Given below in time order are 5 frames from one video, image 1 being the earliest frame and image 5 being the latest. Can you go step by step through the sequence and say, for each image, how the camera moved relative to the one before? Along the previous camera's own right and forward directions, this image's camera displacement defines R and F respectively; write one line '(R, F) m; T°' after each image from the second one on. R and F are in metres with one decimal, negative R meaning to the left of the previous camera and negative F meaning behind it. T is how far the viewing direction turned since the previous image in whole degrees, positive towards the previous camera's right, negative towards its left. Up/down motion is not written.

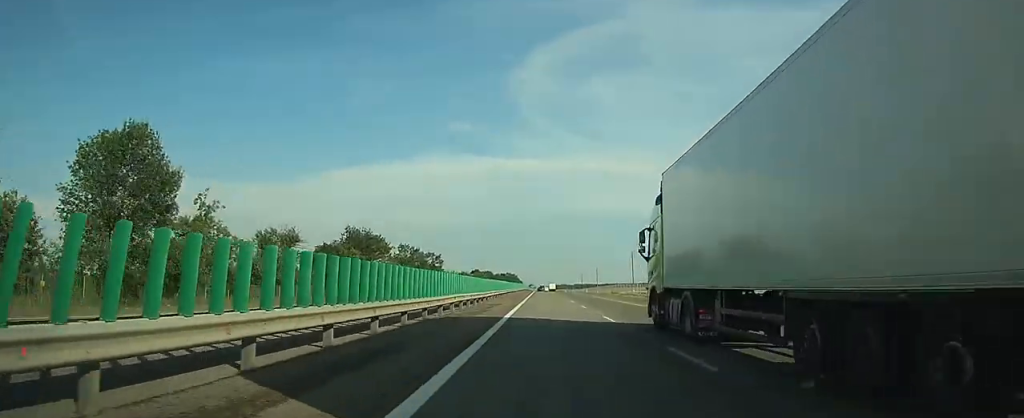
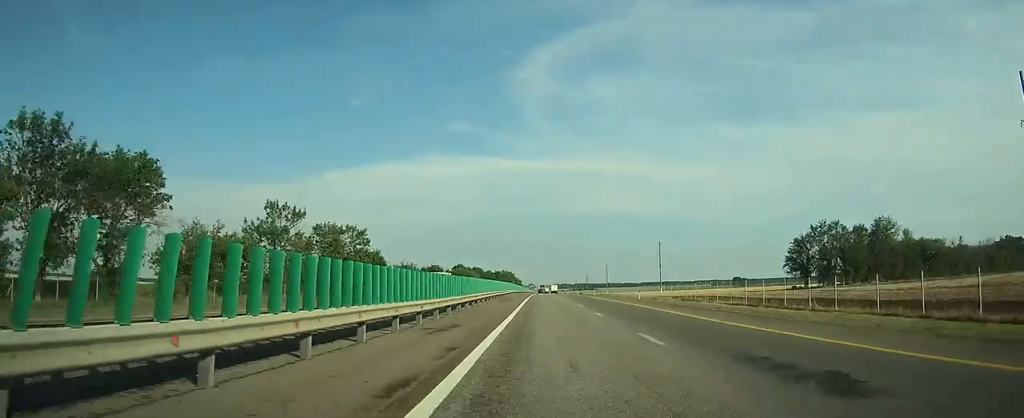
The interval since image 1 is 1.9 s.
(-0.1, +66.9) m; 0°
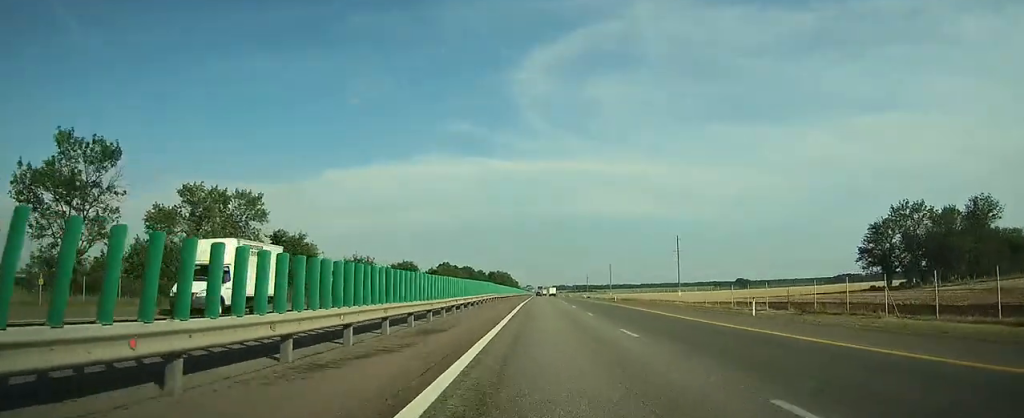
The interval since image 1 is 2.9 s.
(0.0, +33.5) m; 0°
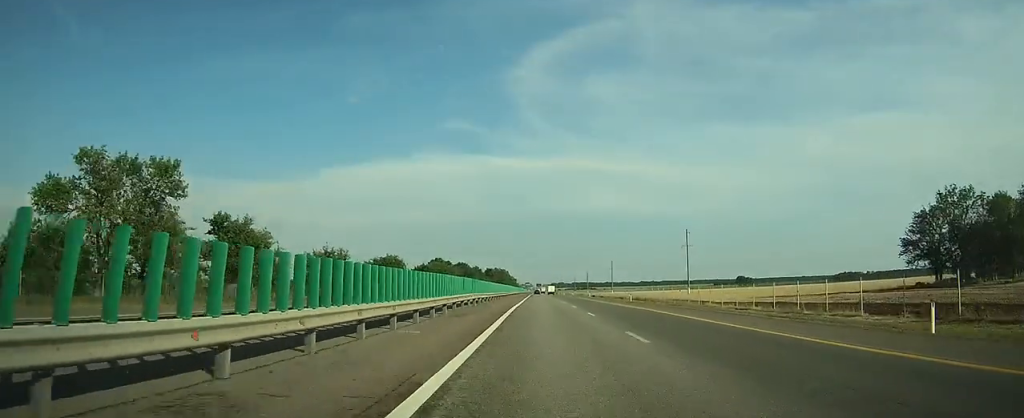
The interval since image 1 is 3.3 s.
(0.0, +13.8) m; 0°
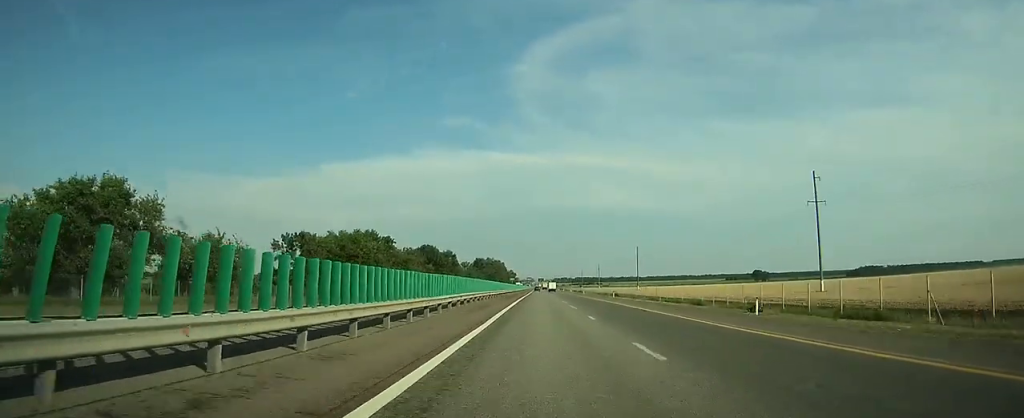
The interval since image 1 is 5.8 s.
(+0.2, +86.8) m; 0°
